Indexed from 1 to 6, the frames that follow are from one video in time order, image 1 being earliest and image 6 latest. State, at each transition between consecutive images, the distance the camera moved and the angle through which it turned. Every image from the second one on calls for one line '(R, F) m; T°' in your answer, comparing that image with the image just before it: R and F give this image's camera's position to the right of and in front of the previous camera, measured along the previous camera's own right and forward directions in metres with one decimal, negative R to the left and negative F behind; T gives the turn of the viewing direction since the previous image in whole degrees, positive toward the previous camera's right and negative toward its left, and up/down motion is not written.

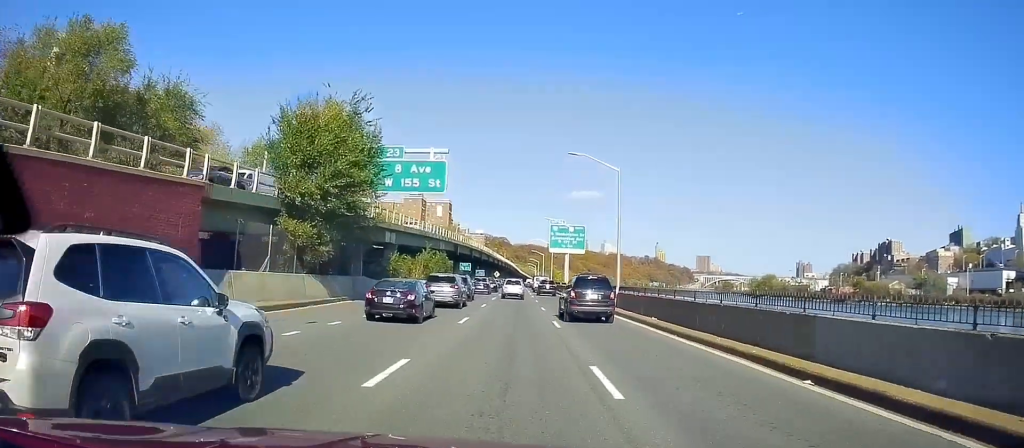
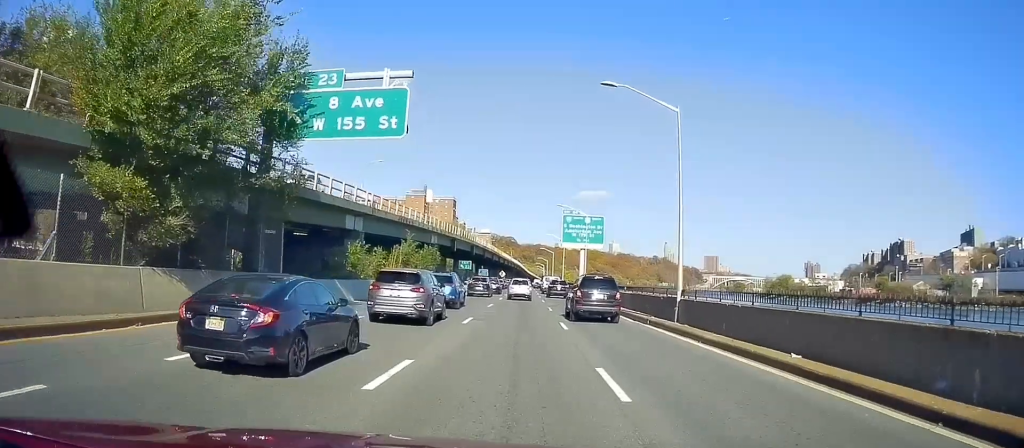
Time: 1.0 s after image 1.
(-0.2, +12.7) m; +1°
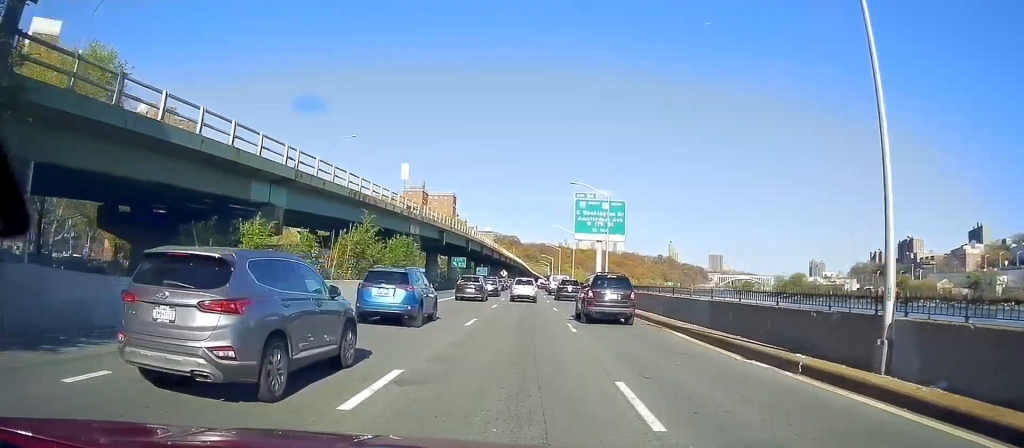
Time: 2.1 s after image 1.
(+0.4, +14.1) m; +1°
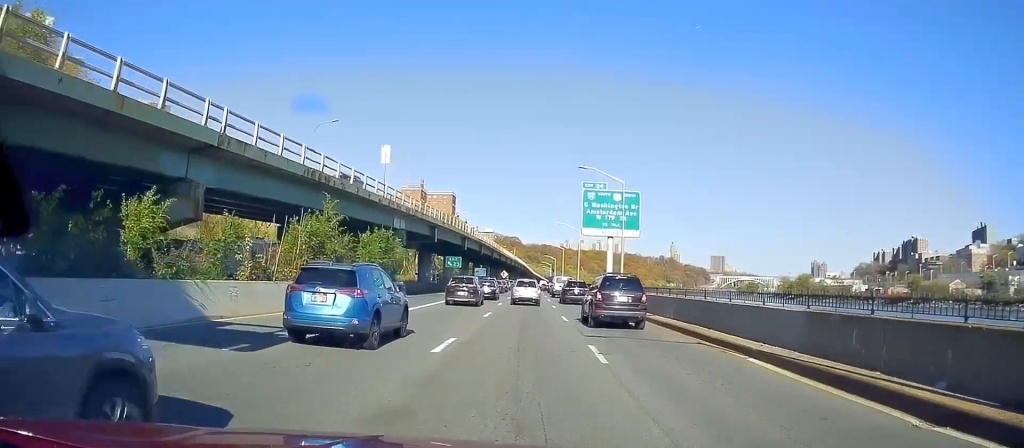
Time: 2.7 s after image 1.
(-0.1, +7.2) m; 0°
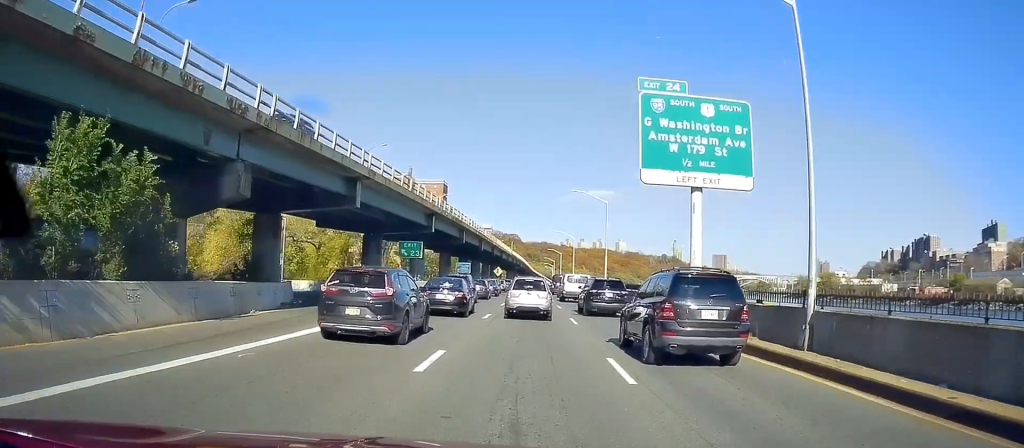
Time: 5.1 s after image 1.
(+0.3, +28.3) m; +1°
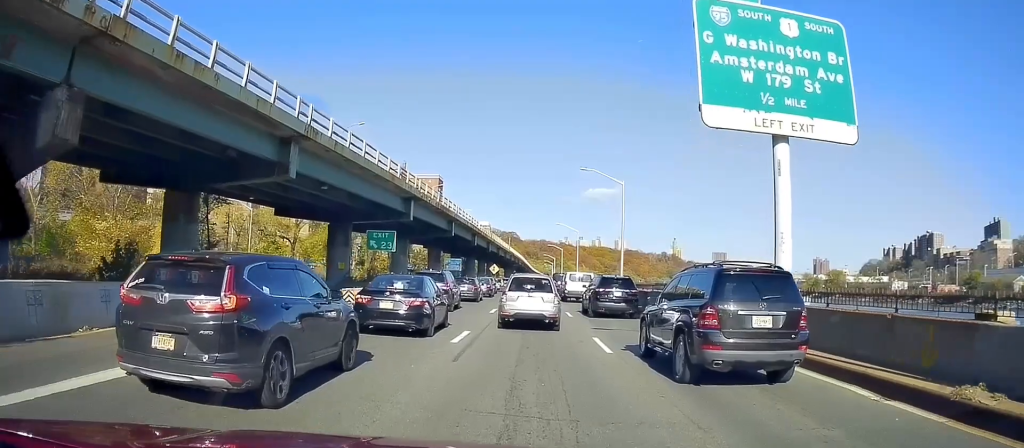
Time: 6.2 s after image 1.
(-0.1, +10.5) m; -1°
